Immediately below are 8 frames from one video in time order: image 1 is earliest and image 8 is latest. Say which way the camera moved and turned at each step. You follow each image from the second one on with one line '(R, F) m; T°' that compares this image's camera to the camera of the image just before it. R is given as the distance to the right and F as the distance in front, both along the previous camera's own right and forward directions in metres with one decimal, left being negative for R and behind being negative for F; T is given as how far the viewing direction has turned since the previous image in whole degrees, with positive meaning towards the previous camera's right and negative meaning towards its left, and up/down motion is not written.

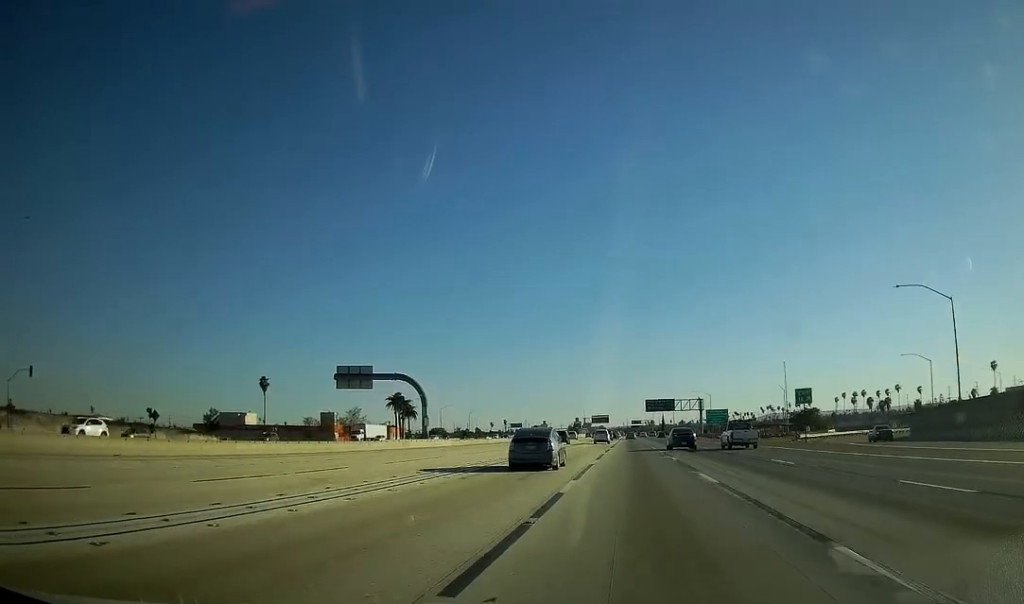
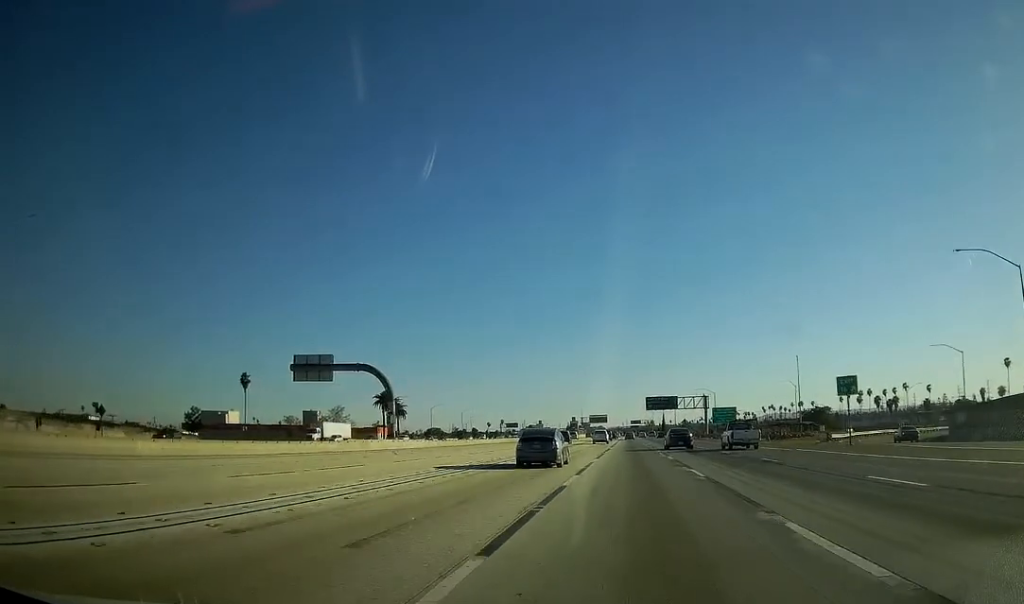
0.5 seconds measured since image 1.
(-0.3, +12.2) m; -1°
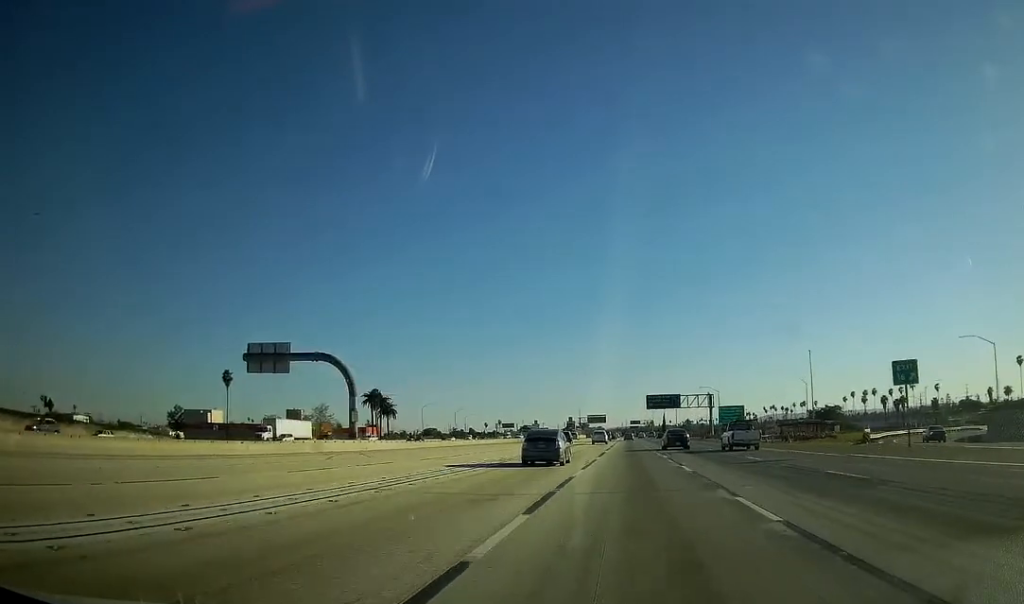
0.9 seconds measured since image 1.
(-0.2, +11.3) m; -1°
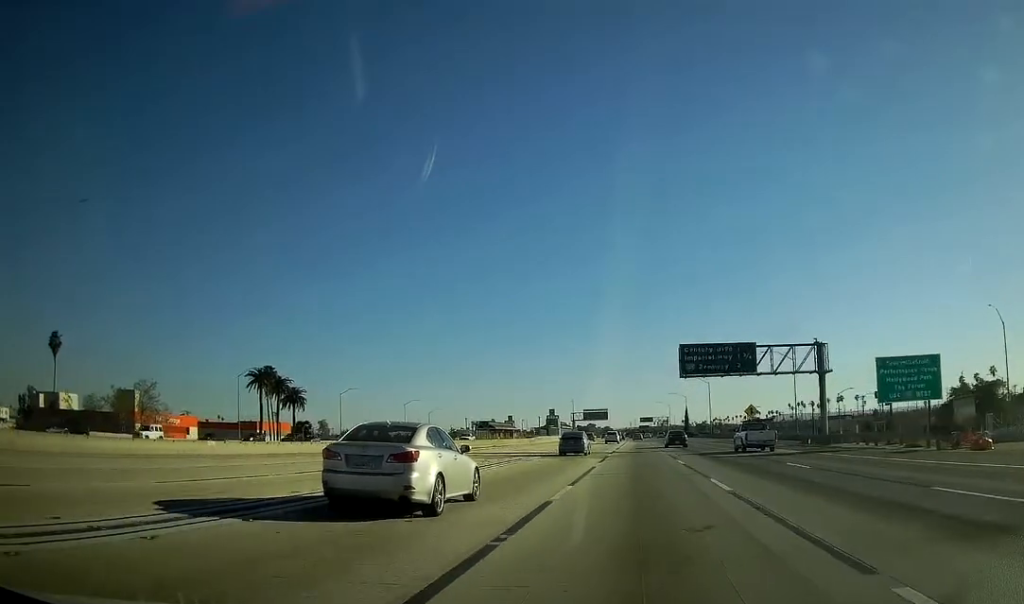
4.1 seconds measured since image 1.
(+1.3, +80.7) m; +1°
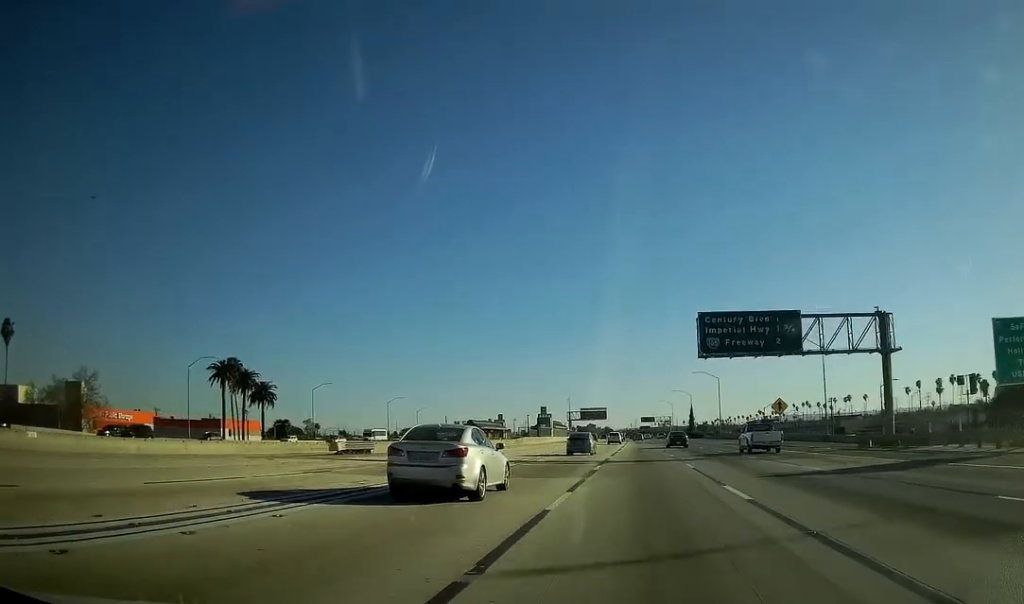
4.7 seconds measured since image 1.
(-0.4, +16.1) m; -1°
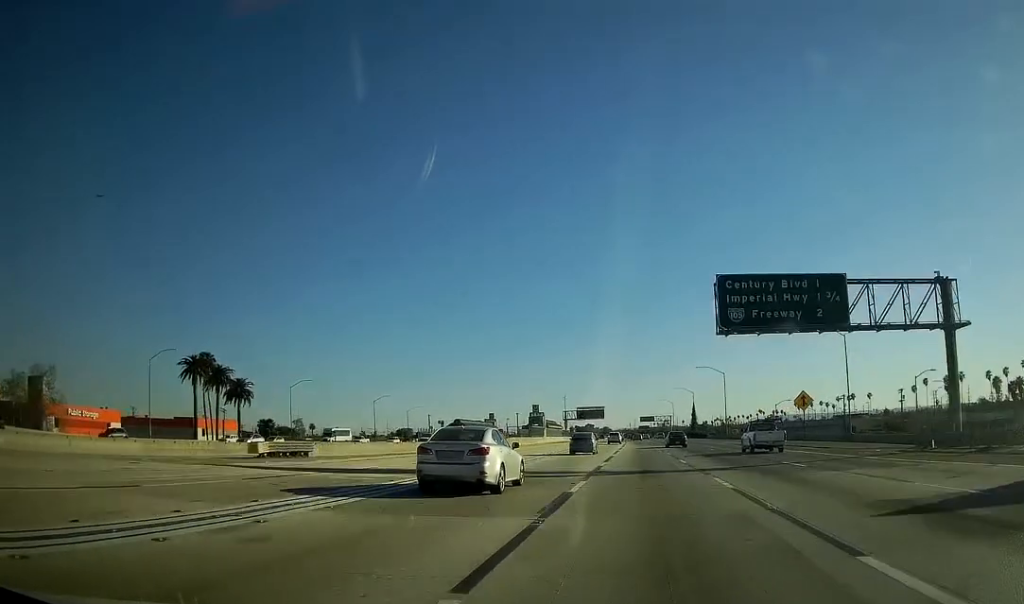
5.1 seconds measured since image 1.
(-0.1, +11.0) m; -1°
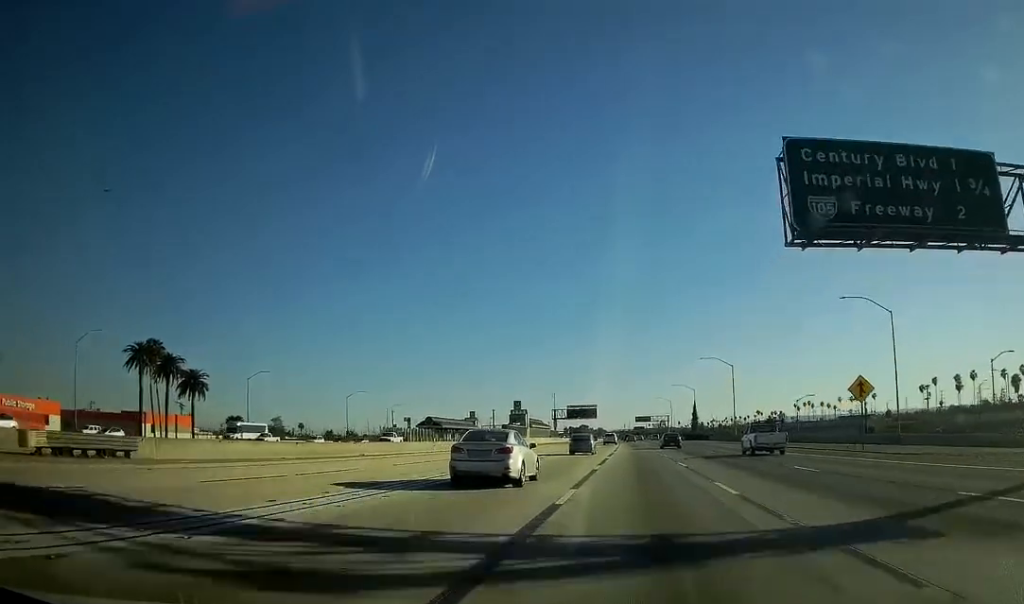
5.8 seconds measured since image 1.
(0.0, +16.2) m; 0°
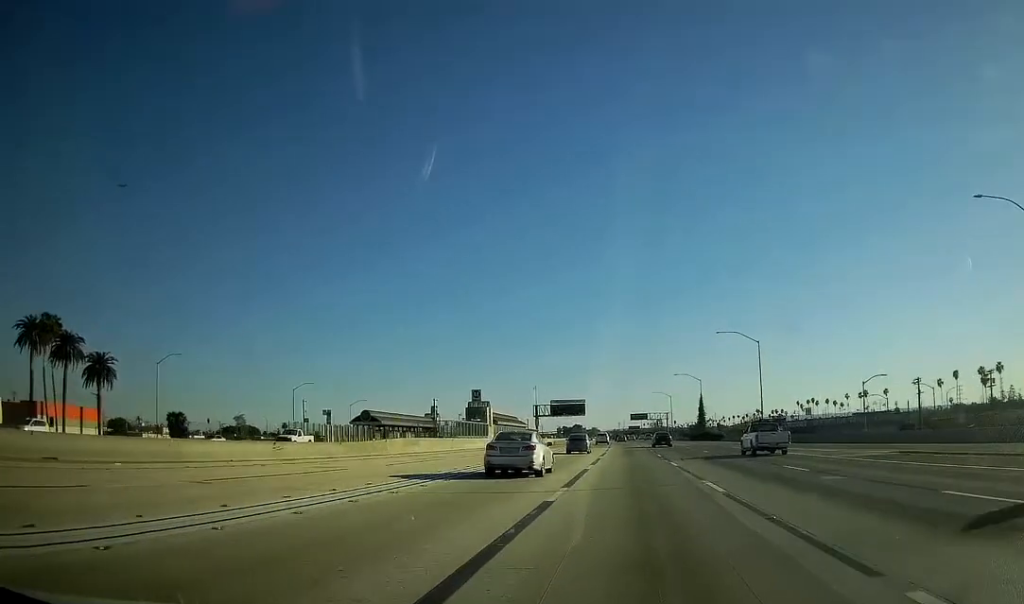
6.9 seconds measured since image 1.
(0.0, +28.4) m; 0°
